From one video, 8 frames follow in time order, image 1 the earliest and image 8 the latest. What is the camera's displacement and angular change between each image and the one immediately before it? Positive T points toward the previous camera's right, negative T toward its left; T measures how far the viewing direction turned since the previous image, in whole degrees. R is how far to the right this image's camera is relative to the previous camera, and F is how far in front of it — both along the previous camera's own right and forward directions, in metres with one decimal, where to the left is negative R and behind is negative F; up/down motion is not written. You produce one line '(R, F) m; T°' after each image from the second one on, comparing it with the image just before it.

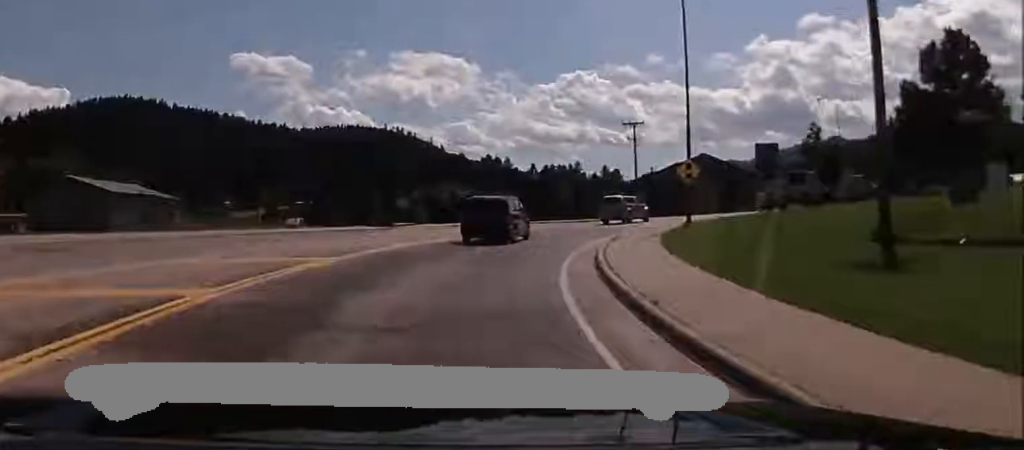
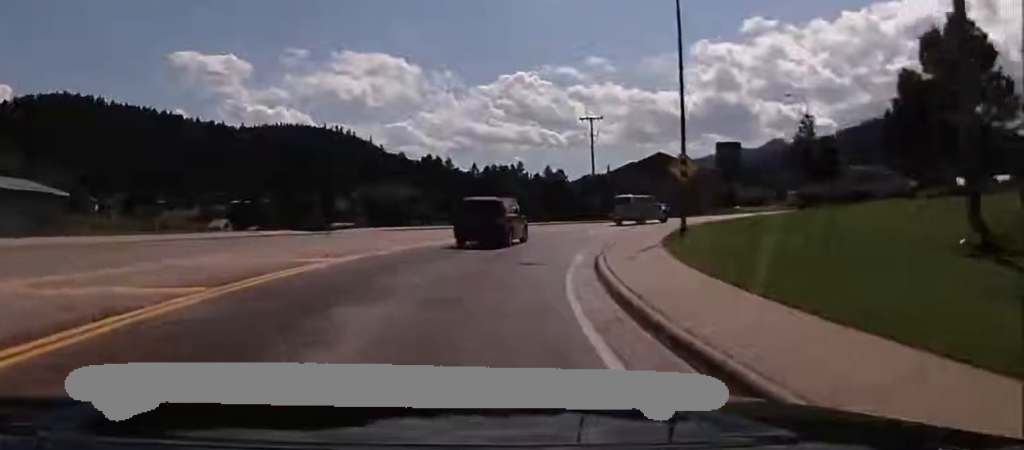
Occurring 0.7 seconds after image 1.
(+0.2, +7.5) m; +5°
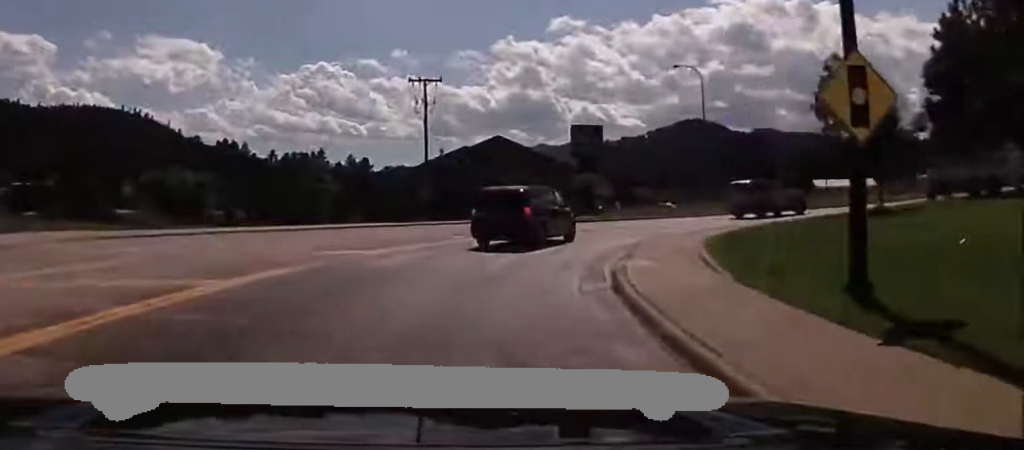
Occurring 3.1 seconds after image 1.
(+2.5, +23.5) m; +10°
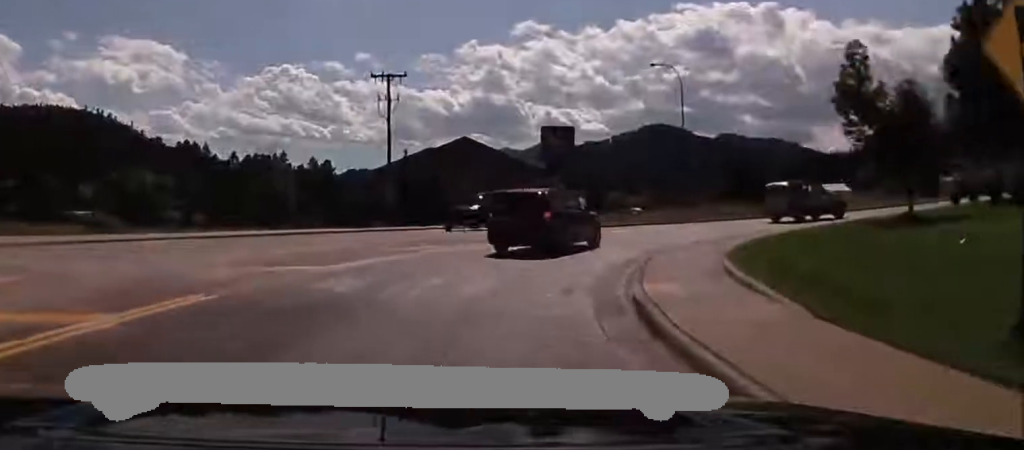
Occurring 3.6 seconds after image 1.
(0.0, +4.1) m; +2°
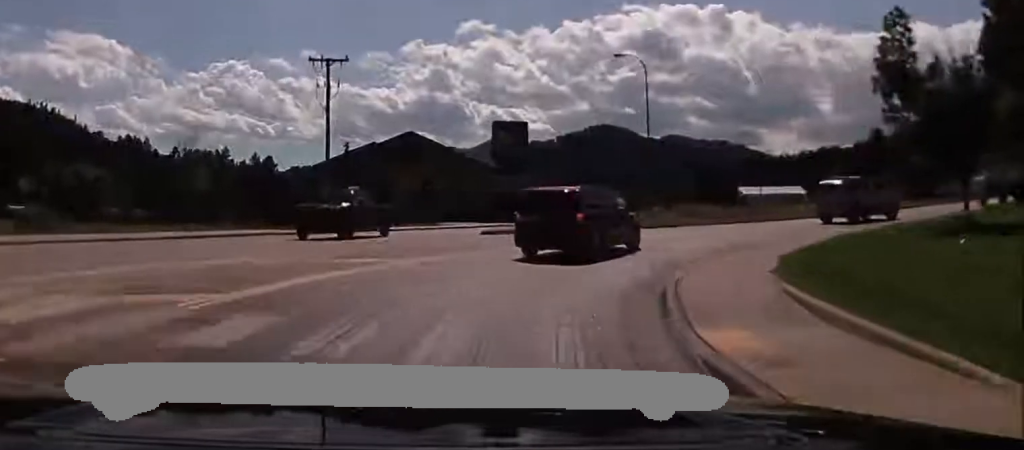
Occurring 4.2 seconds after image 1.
(+0.1, +5.5) m; +5°
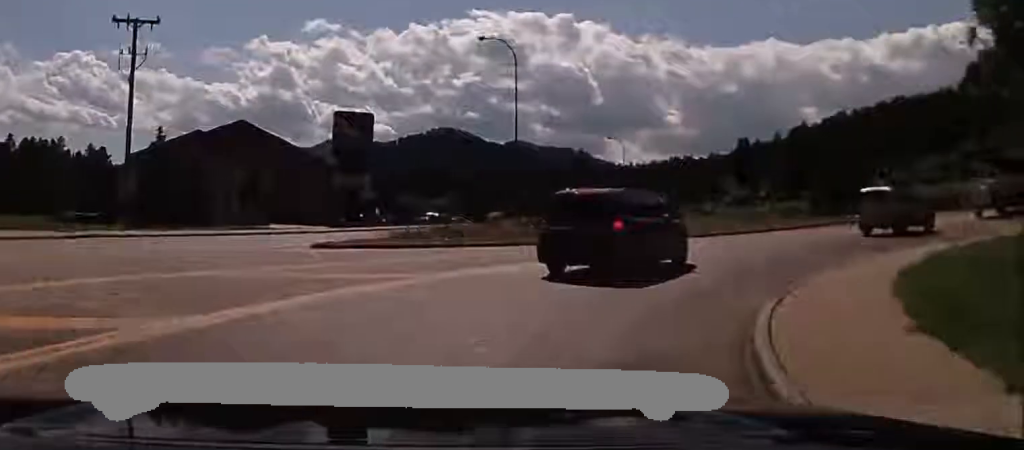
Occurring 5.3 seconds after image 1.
(+1.1, +9.5) m; +15°
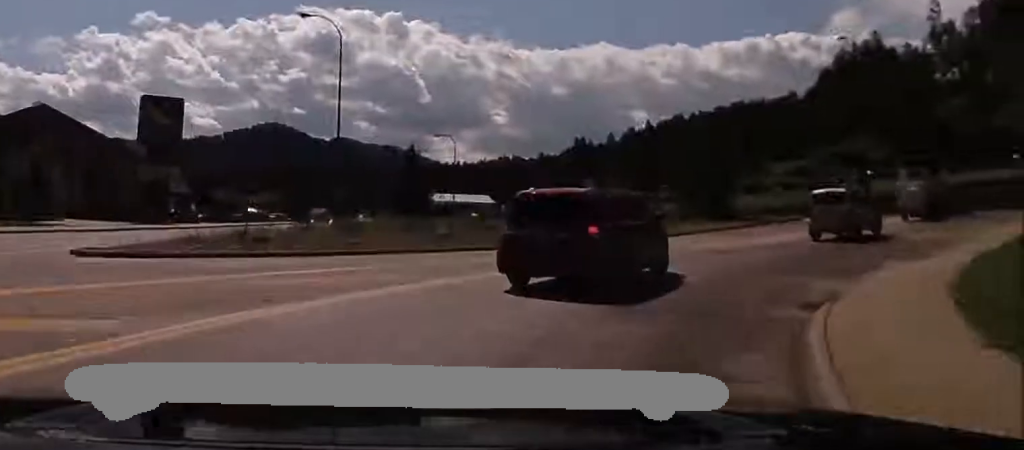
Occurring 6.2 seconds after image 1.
(+0.7, +6.3) m; +12°
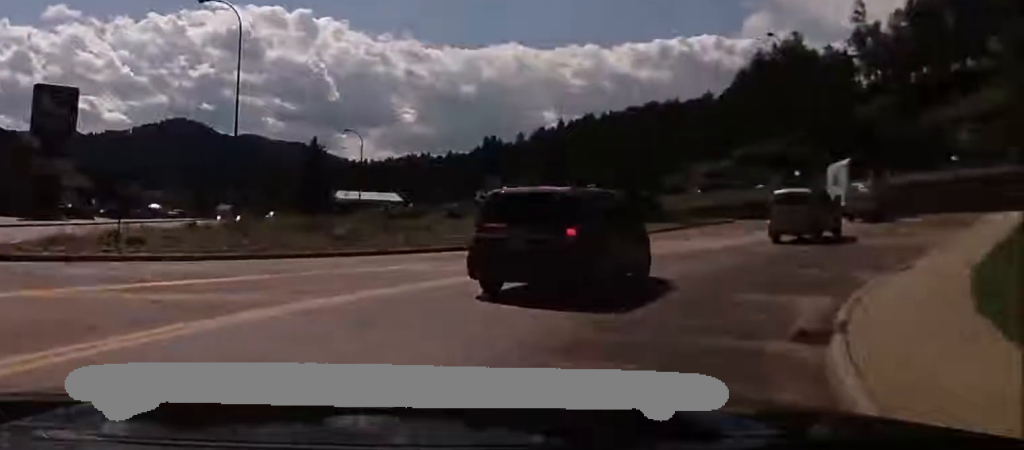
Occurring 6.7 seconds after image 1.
(+0.1, +3.1) m; +6°
